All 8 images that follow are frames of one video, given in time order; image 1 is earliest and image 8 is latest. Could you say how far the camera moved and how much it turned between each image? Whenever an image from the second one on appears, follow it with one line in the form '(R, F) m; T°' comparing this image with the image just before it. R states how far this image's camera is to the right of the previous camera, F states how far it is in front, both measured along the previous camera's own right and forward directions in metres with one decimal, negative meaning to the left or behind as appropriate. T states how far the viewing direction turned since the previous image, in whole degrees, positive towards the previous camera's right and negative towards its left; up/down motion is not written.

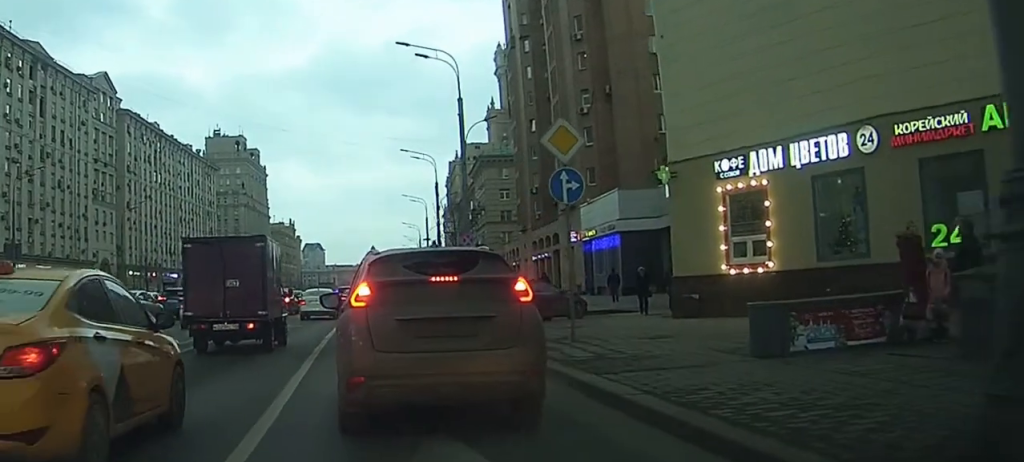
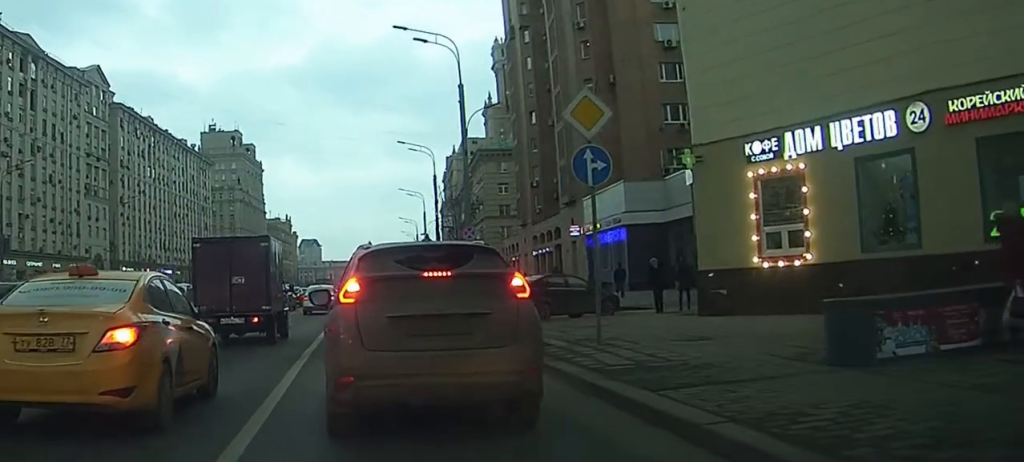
(-0.1, +1.7) m; -2°
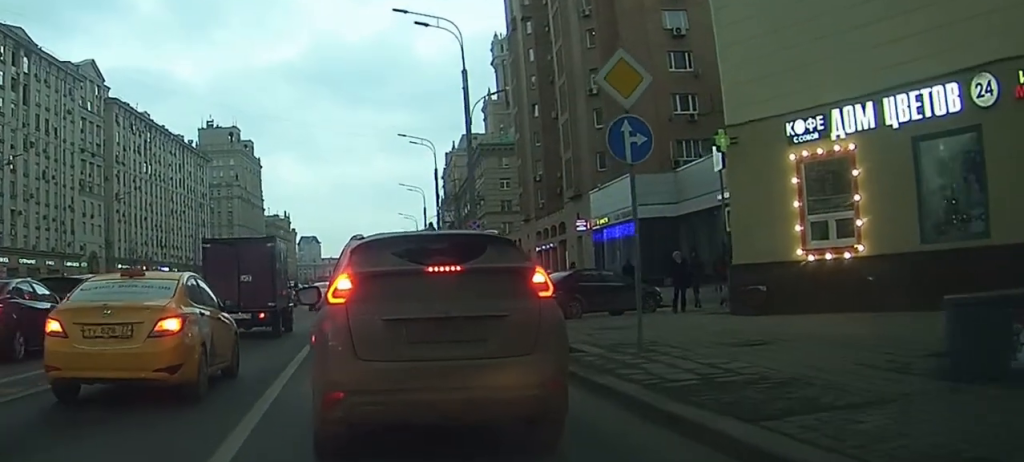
(0.0, +1.7) m; -1°
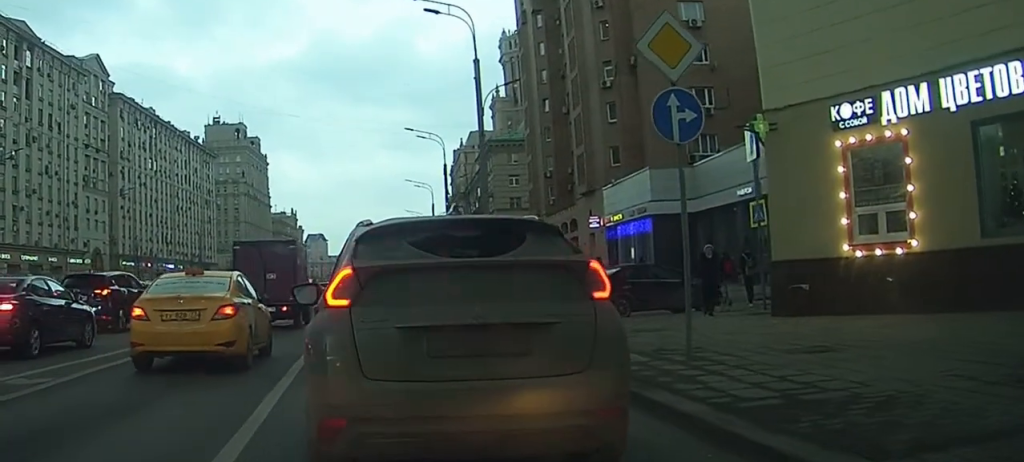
(0.0, +1.7) m; 0°
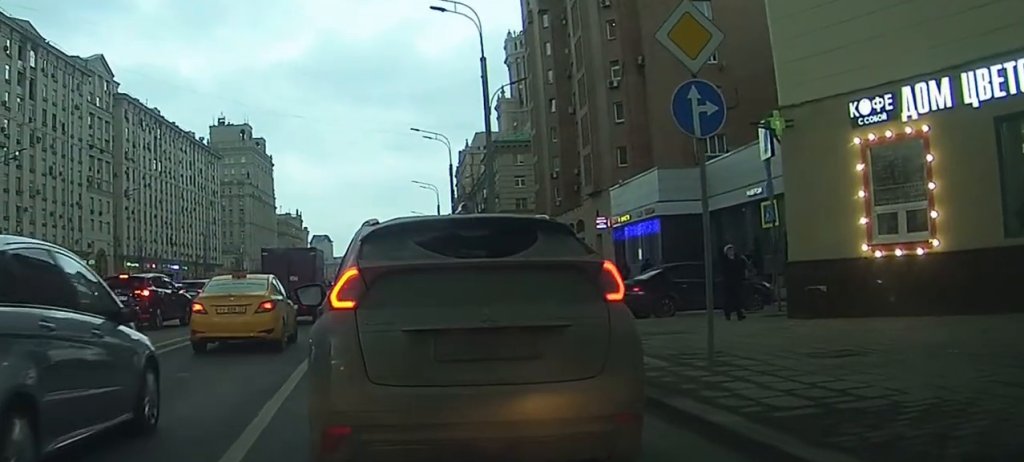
(0.0, +1.2) m; 0°
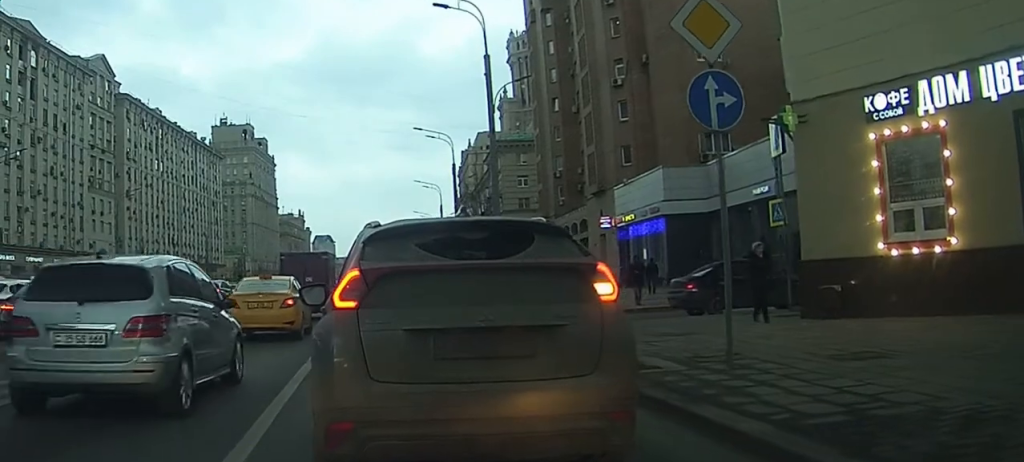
(+0.2, +0.9) m; 0°
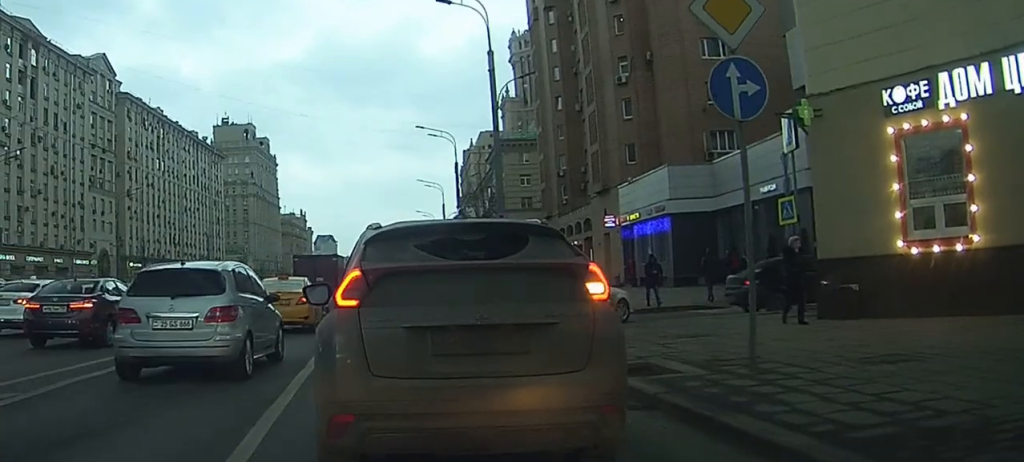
(+0.2, +0.7) m; 0°
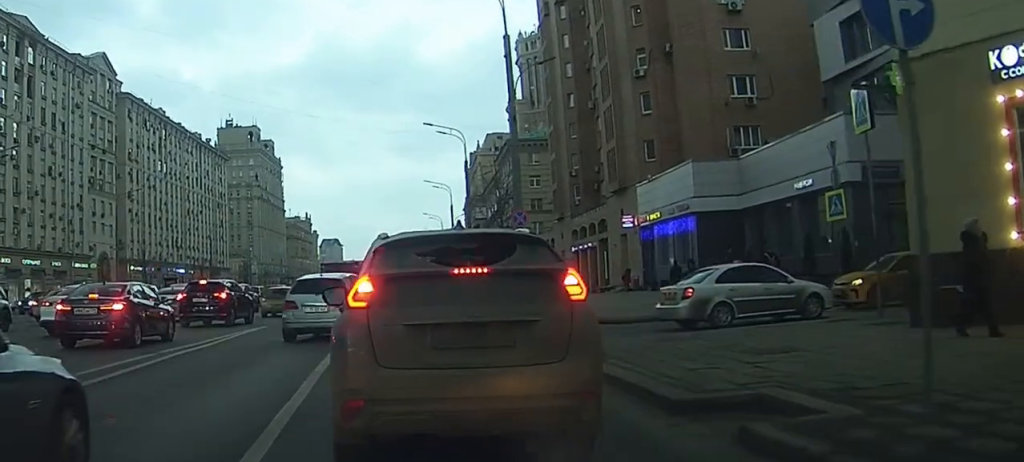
(+0.2, +2.5) m; -1°
